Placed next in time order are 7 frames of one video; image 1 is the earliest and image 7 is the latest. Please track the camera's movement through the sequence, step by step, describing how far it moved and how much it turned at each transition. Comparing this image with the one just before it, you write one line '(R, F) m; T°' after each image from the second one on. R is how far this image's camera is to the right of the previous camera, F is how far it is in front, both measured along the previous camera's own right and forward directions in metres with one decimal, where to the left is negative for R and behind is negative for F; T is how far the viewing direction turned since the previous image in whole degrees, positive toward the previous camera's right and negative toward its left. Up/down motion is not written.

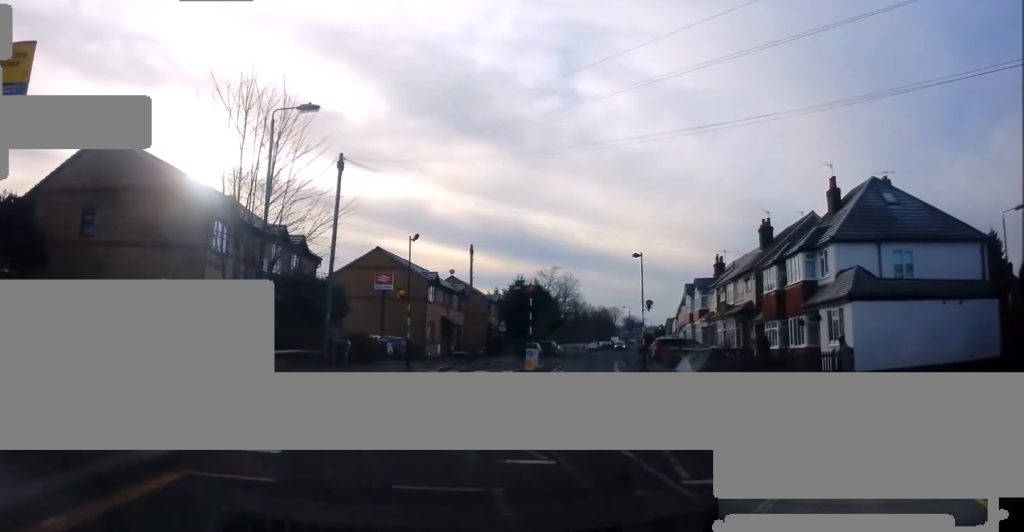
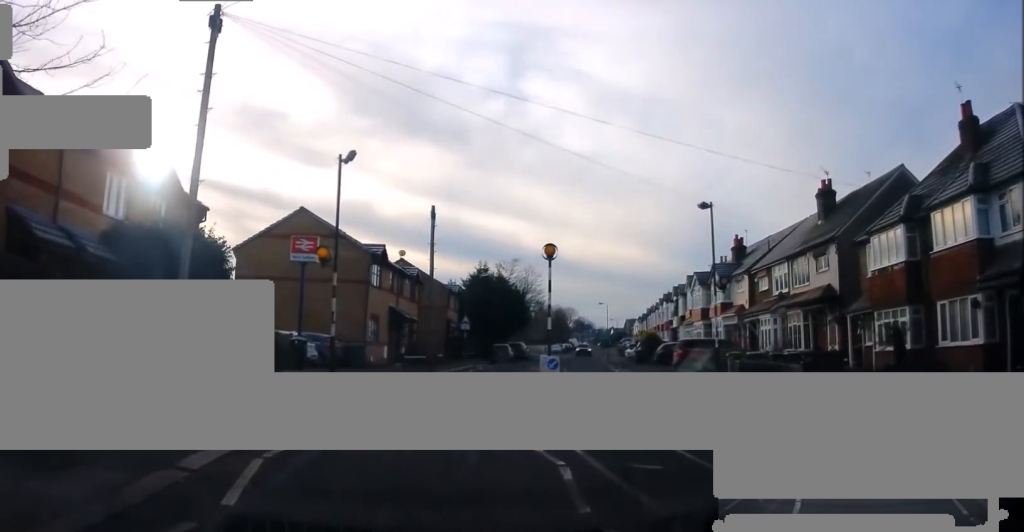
(+0.6, +12.7) m; +2°
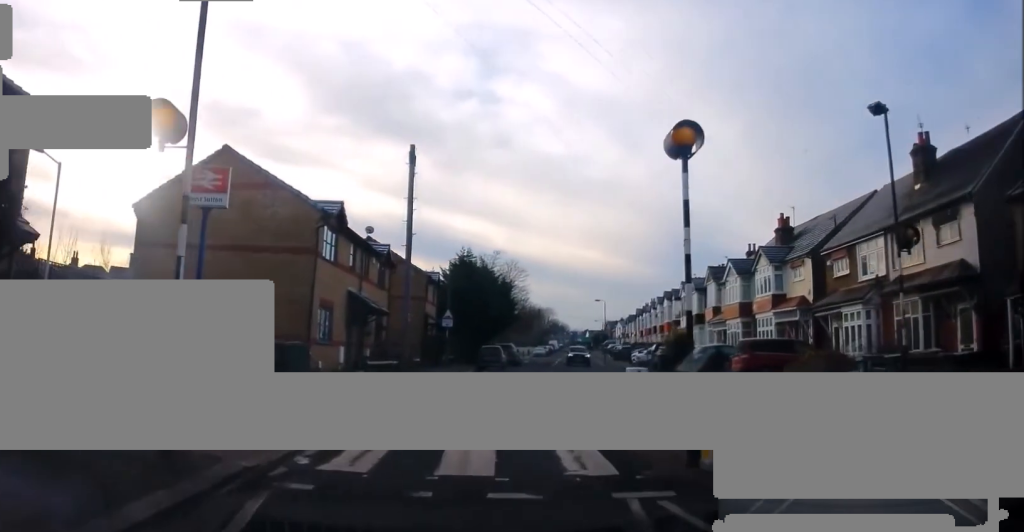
(+0.1, +9.9) m; +6°
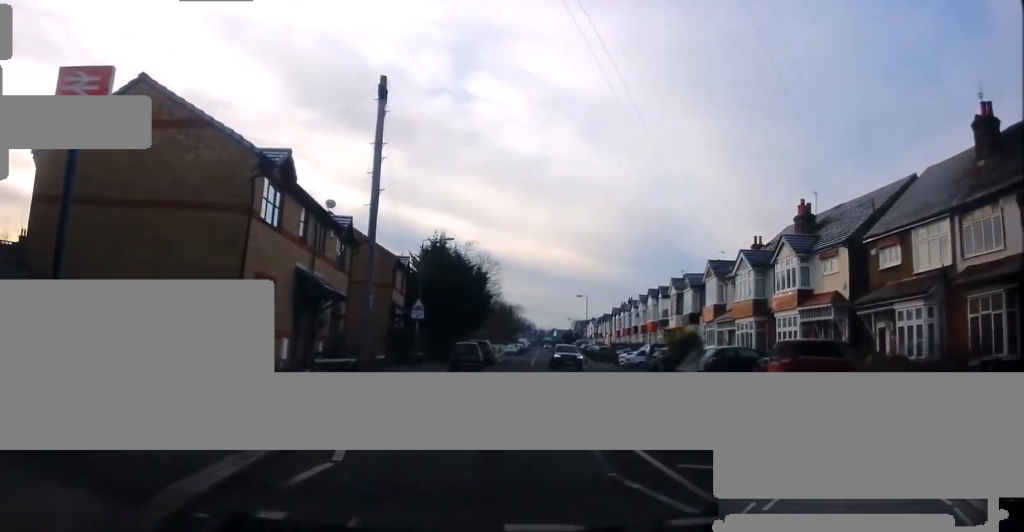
(+0.4, +5.2) m; +5°
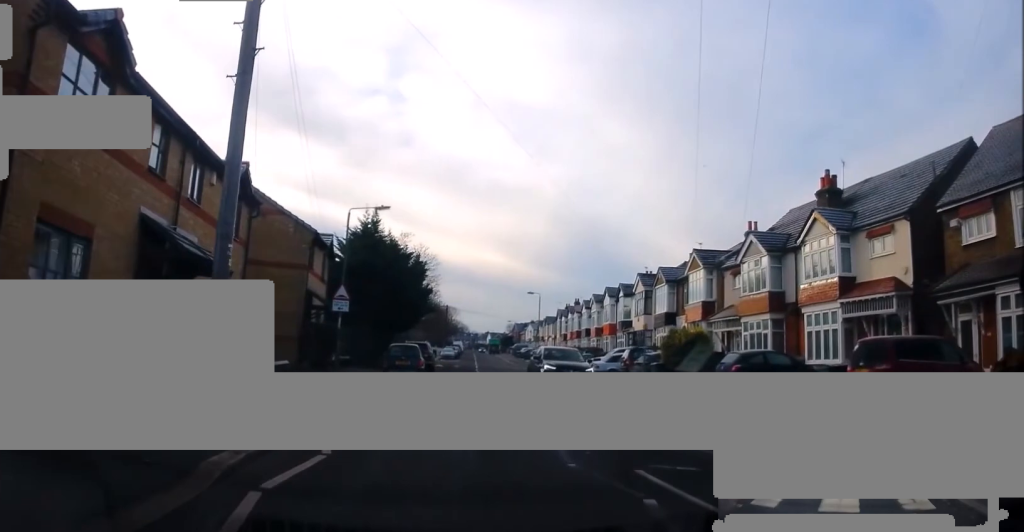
(+0.5, +7.8) m; +4°
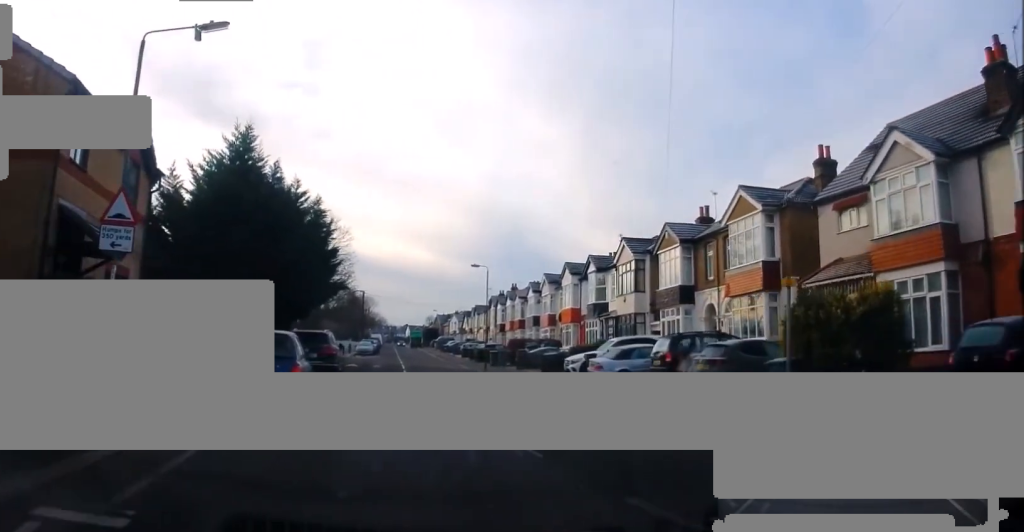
(+0.2, +14.3) m; +2°
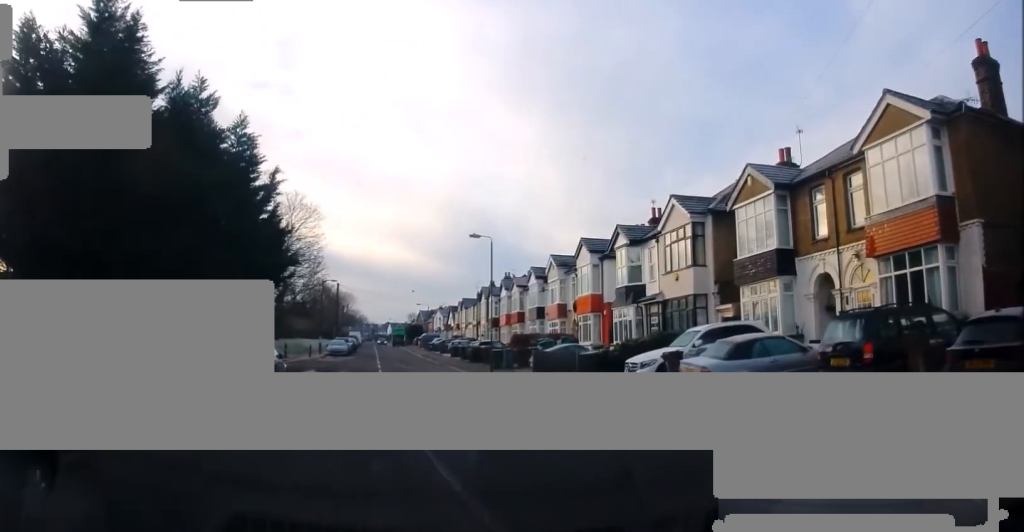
(+0.2, +10.3) m; 0°
